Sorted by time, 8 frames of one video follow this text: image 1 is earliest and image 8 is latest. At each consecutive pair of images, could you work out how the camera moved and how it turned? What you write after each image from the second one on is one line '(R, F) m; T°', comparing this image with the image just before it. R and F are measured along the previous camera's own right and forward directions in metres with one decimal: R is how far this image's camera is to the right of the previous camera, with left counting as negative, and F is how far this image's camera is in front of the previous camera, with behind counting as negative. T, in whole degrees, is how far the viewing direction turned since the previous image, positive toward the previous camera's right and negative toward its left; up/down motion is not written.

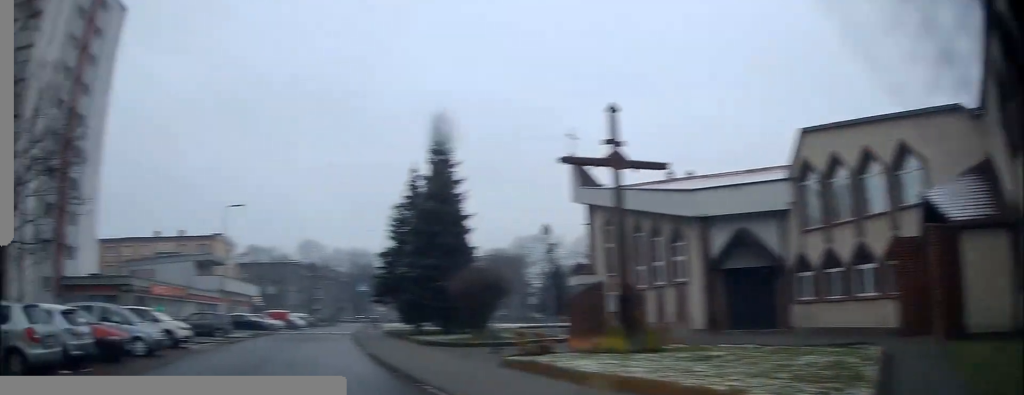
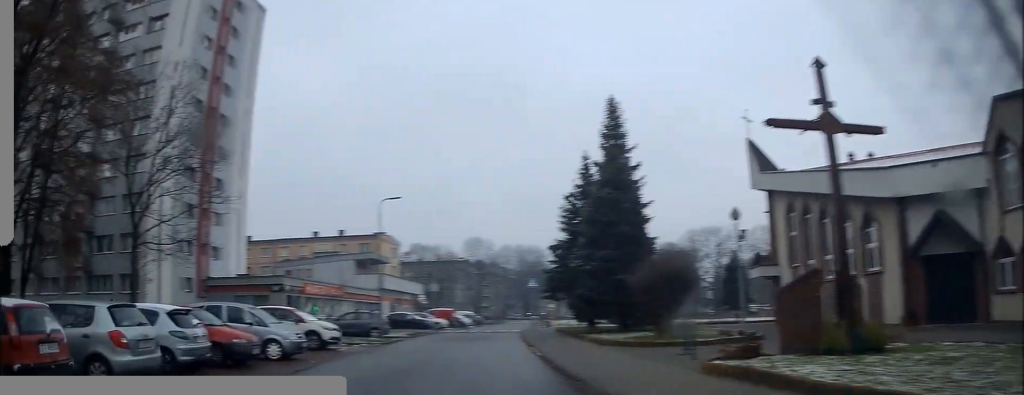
(-0.5, +2.2) m; -5°
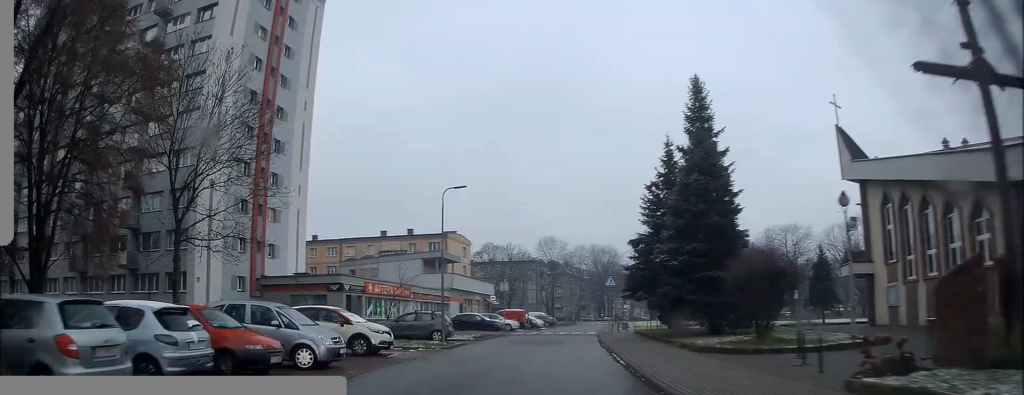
(-0.3, +2.5) m; -5°
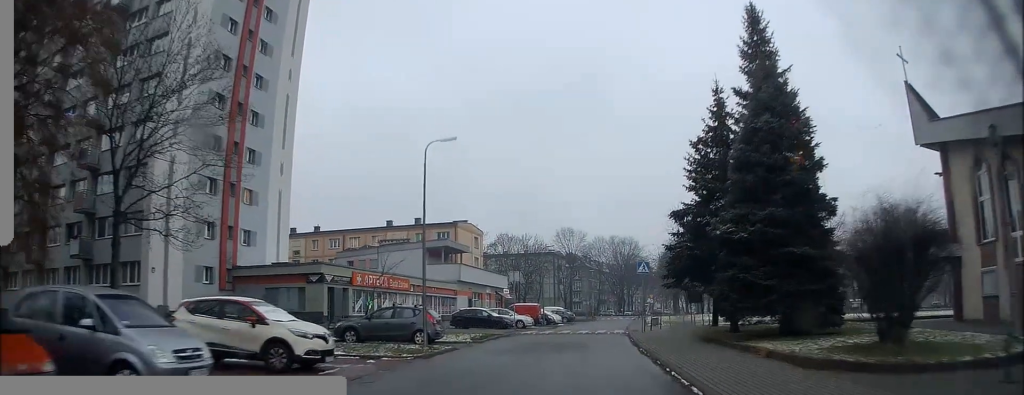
(+0.2, +6.4) m; 0°
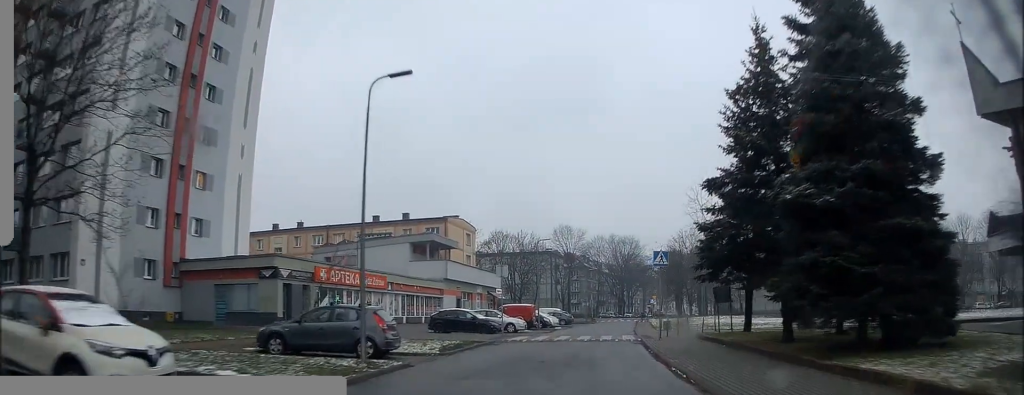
(-0.2, +5.6) m; 0°
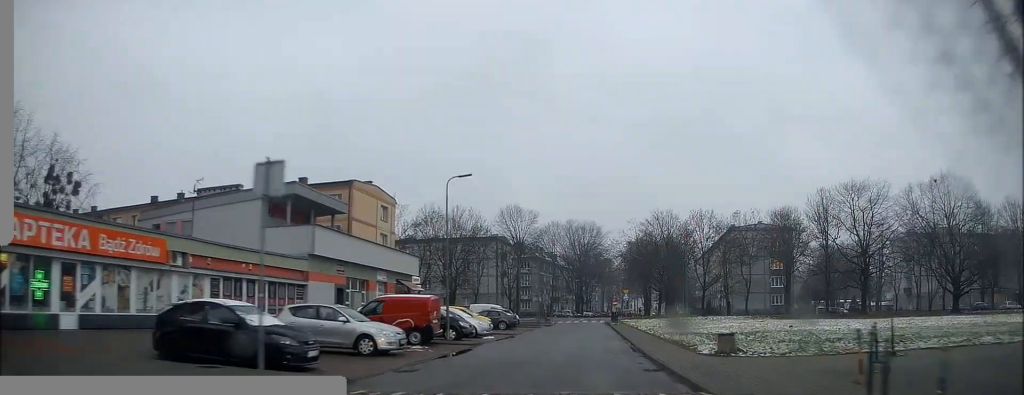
(+0.6, +21.8) m; +1°
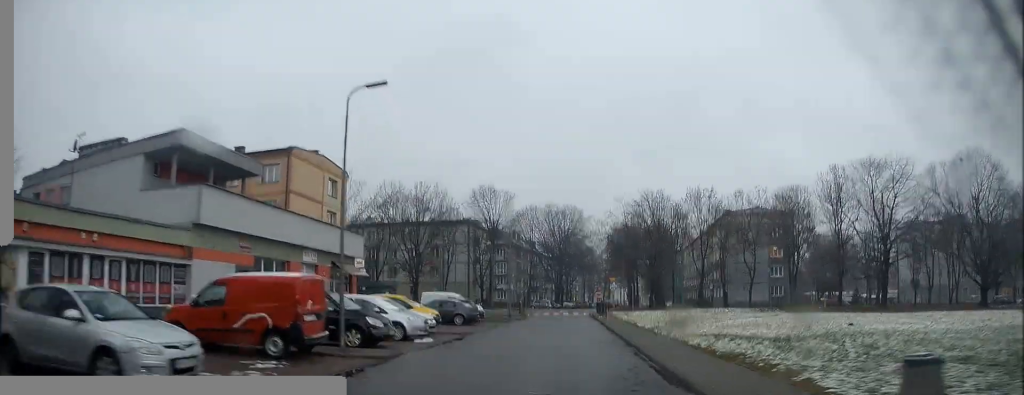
(0.0, +10.6) m; +1°
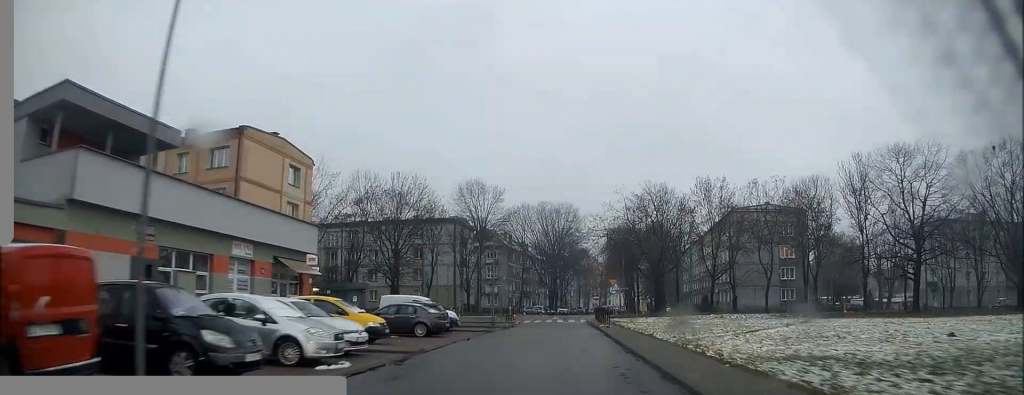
(+0.2, +8.1) m; +3°
